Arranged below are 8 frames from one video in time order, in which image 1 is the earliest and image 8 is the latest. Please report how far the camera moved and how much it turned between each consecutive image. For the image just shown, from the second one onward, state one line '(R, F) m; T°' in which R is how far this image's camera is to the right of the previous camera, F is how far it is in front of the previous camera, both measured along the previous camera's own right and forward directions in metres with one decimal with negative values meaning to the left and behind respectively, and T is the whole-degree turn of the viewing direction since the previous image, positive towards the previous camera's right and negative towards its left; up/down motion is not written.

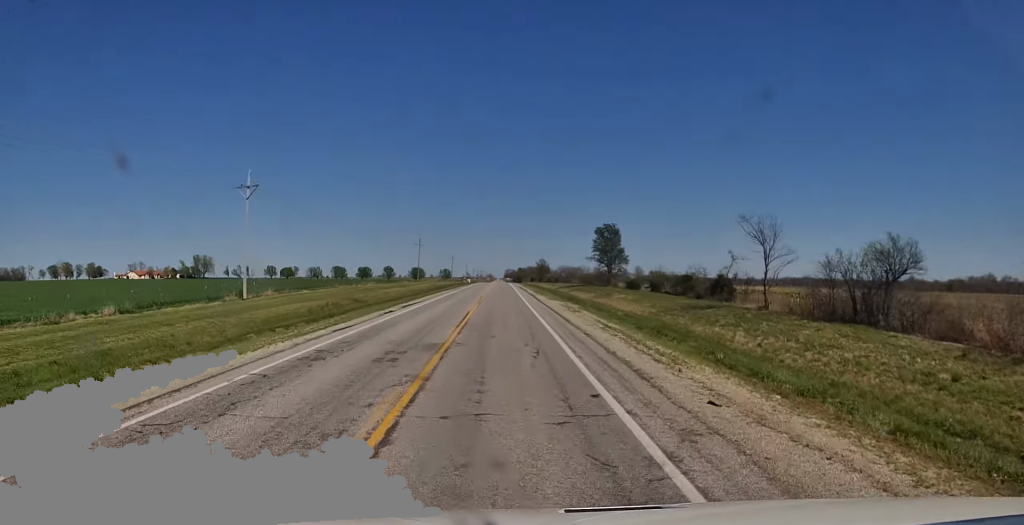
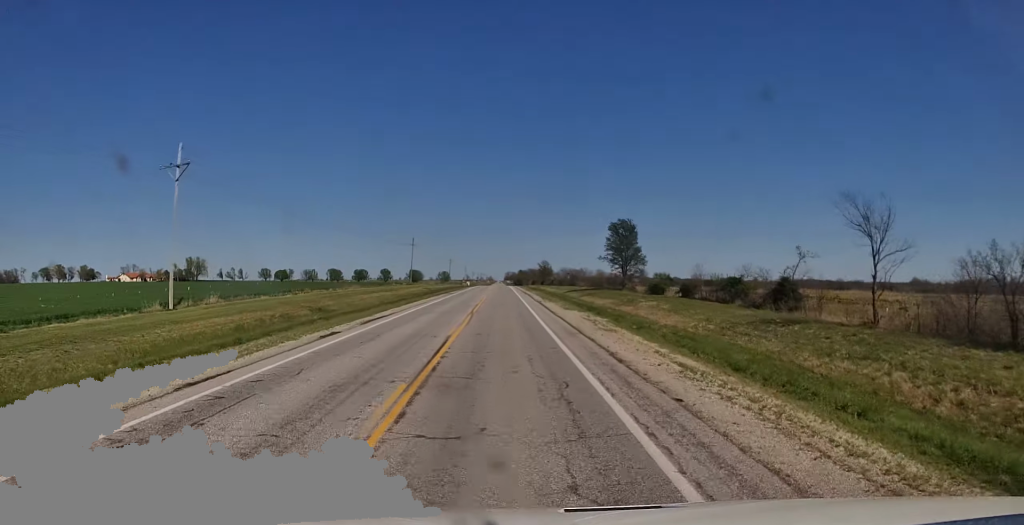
(-0.1, +11.2) m; +1°
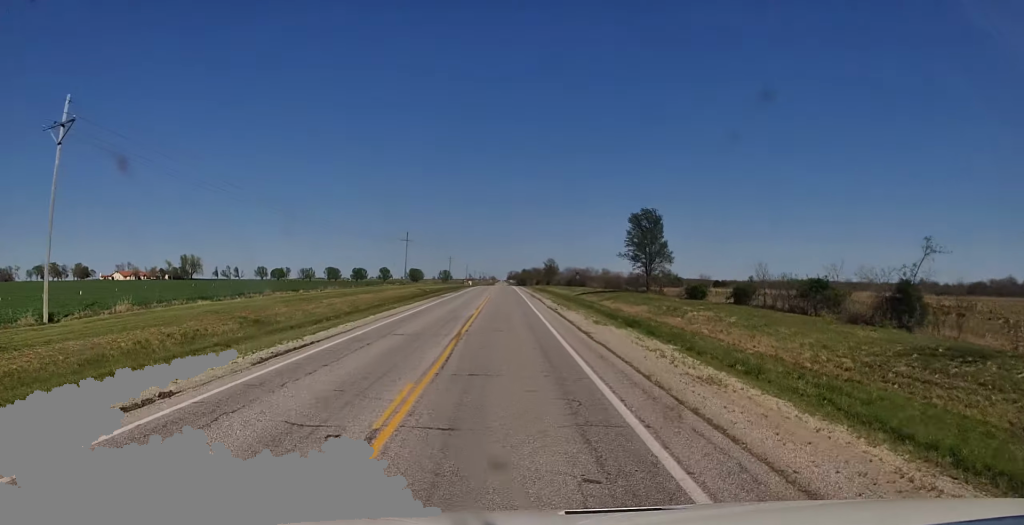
(+0.2, +12.0) m; +1°
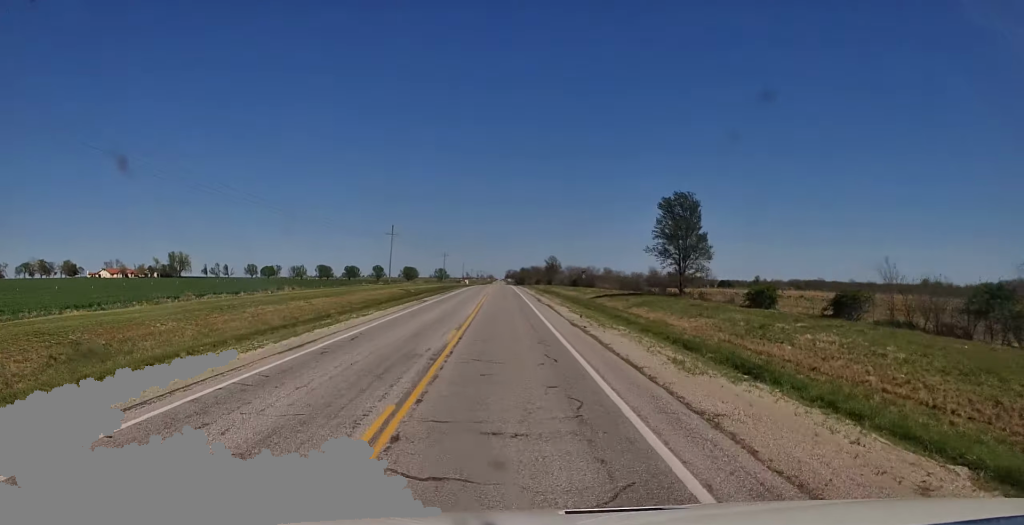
(+0.2, +14.0) m; 0°
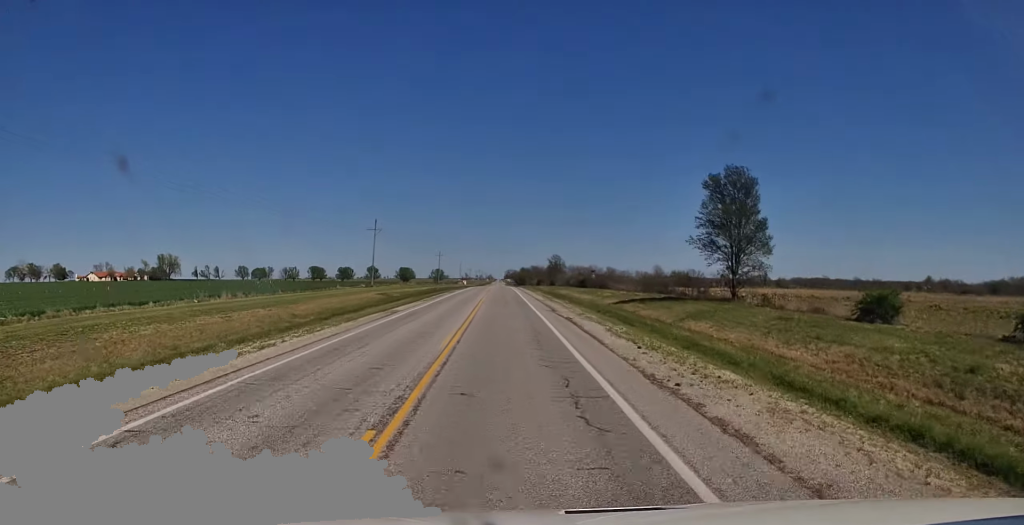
(-0.1, +13.4) m; 0°
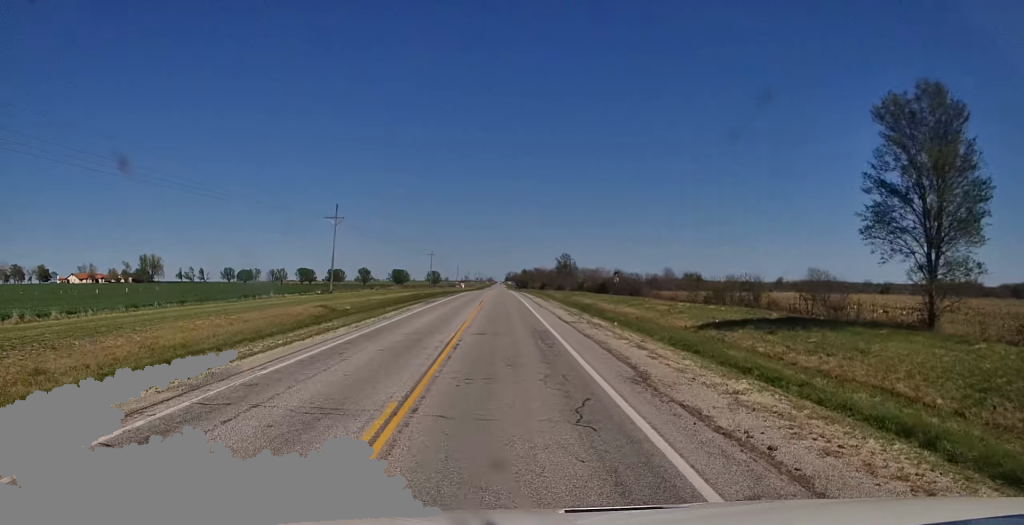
(0.0, +22.1) m; -1°
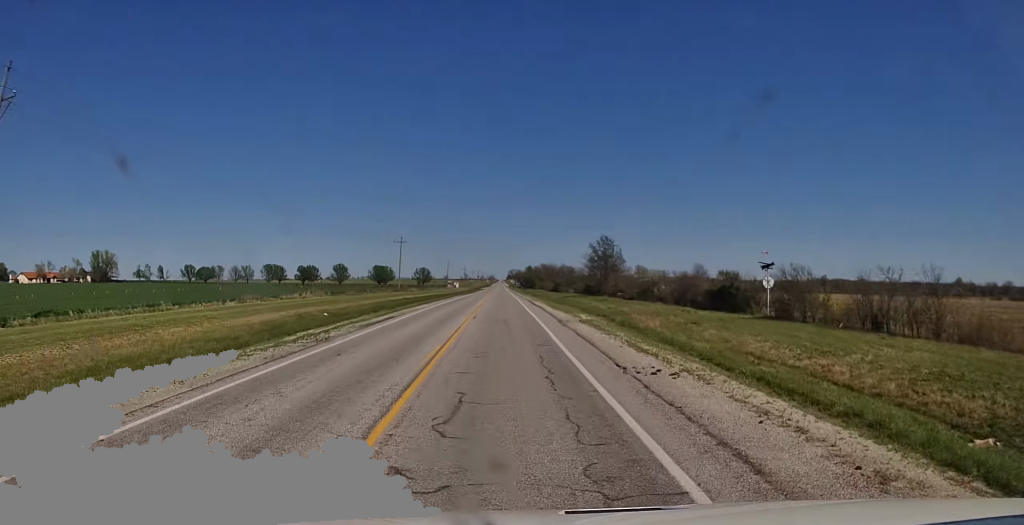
(+0.2, +51.7) m; +1°
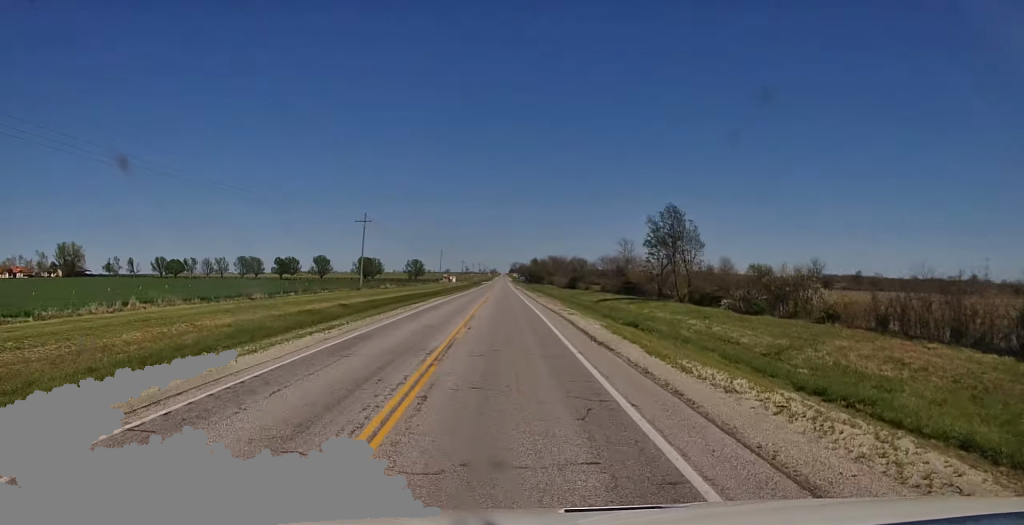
(0.0, +32.1) m; +1°
